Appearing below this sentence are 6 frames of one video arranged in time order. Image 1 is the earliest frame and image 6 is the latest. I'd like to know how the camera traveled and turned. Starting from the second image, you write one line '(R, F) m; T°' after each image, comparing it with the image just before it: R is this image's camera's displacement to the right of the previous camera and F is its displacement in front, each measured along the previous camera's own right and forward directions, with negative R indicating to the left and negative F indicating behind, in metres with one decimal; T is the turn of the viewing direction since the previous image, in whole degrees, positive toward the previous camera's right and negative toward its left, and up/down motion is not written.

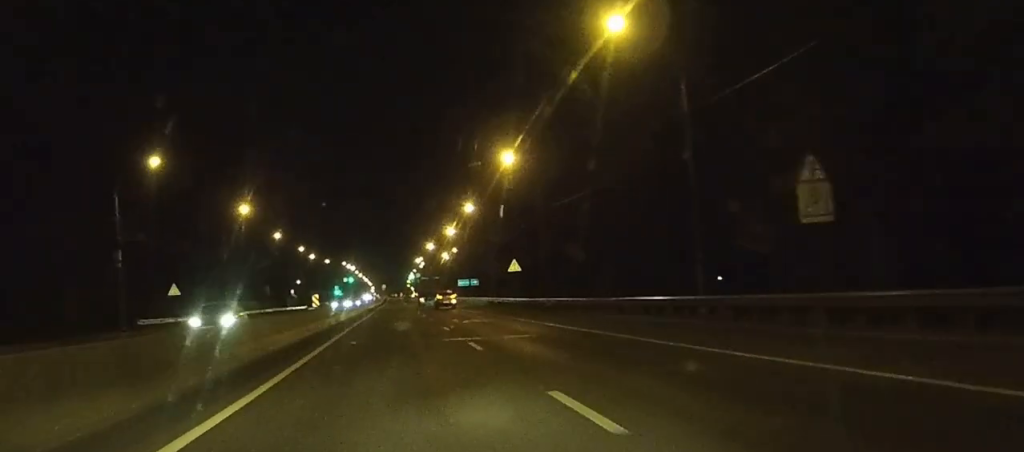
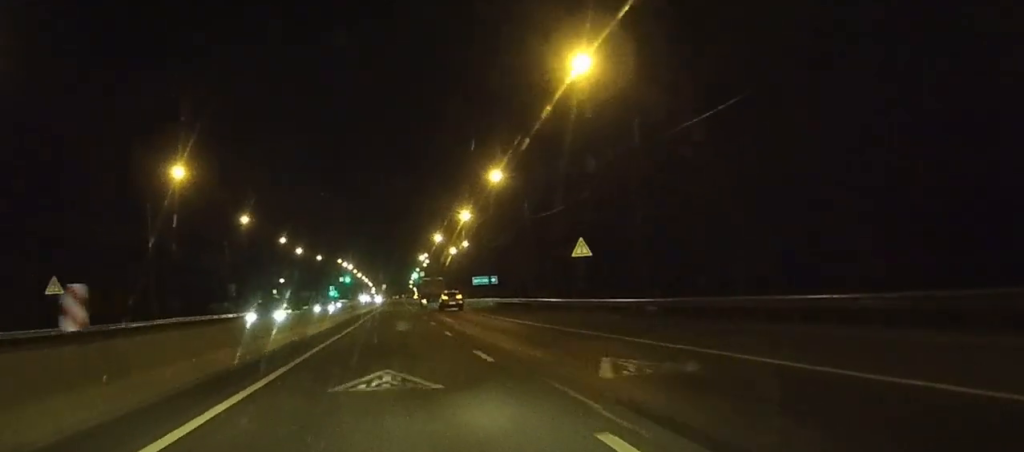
(+0.1, +27.8) m; 0°
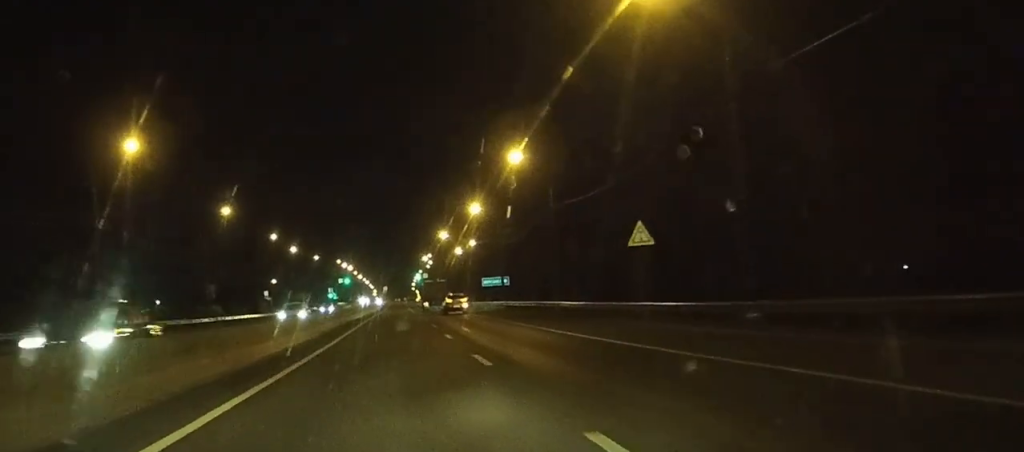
(0.0, +11.8) m; 0°
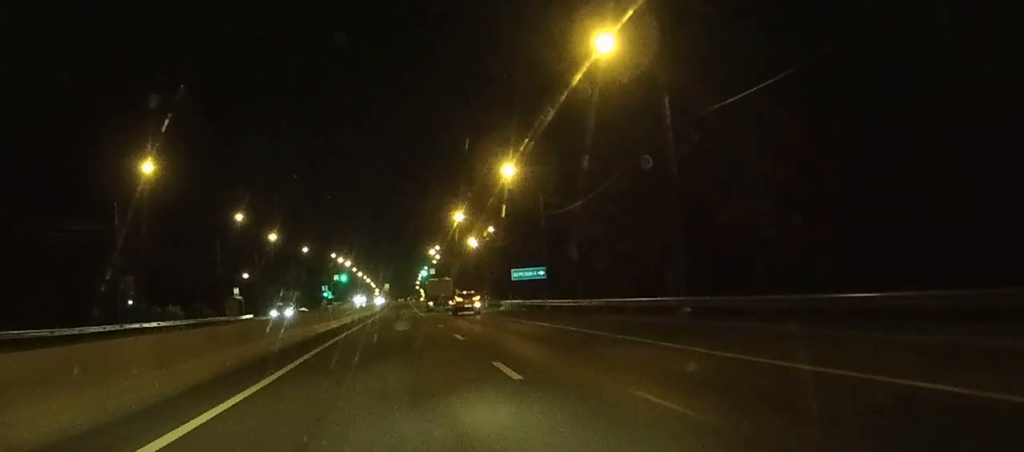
(-0.1, +28.0) m; 0°
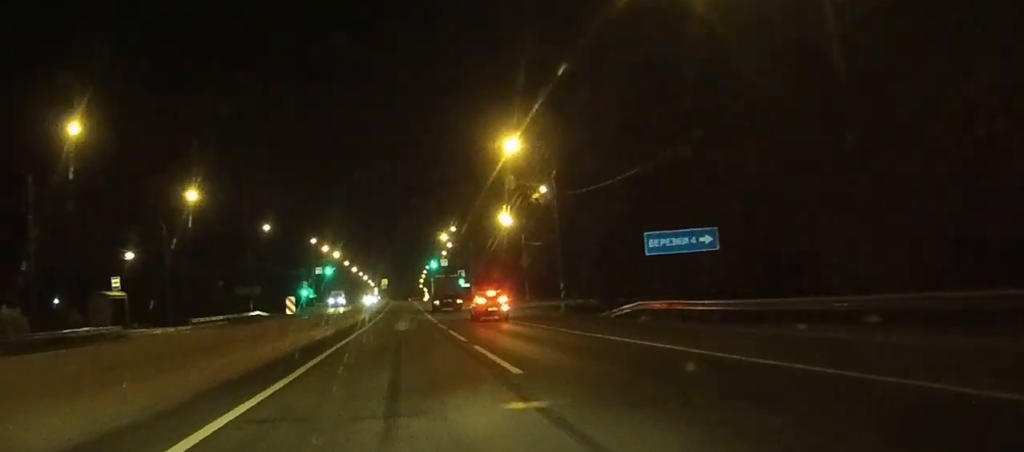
(-0.1, +48.2) m; 0°
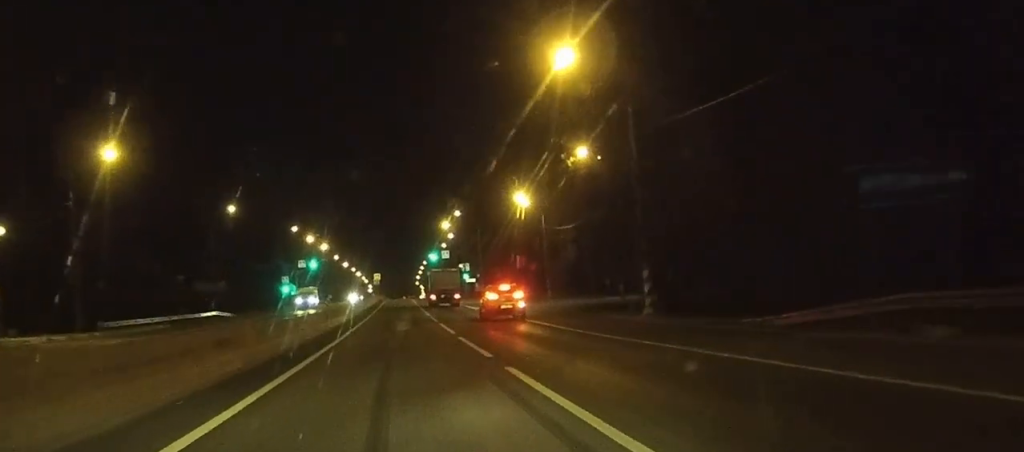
(0.0, +20.4) m; 0°
